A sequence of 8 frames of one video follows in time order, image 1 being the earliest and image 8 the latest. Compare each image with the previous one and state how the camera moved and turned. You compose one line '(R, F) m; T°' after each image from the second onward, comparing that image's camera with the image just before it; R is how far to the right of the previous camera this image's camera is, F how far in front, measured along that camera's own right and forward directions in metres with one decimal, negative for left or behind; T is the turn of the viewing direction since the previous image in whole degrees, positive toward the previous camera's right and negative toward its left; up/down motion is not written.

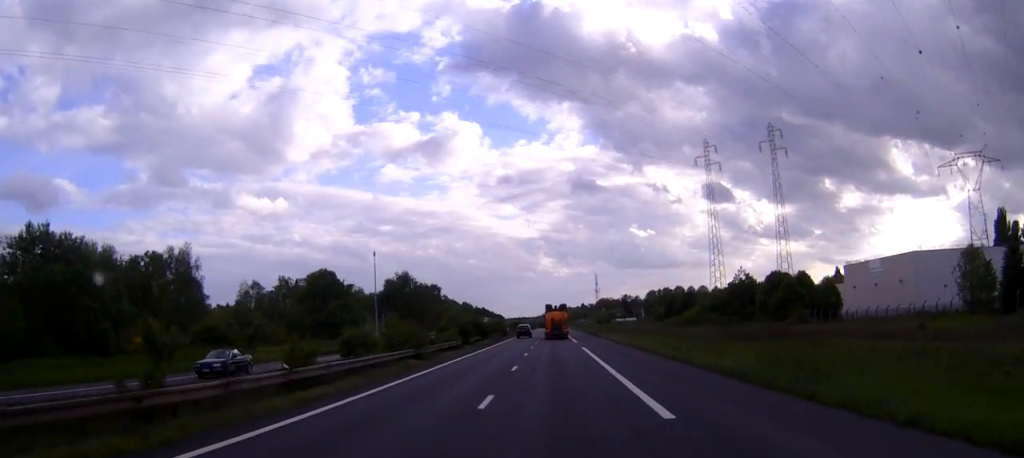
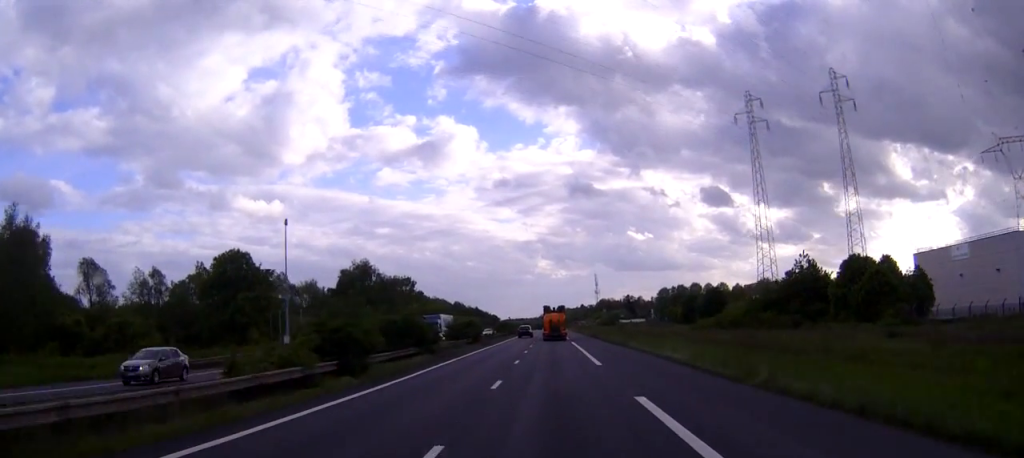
(0.0, +34.3) m; 0°
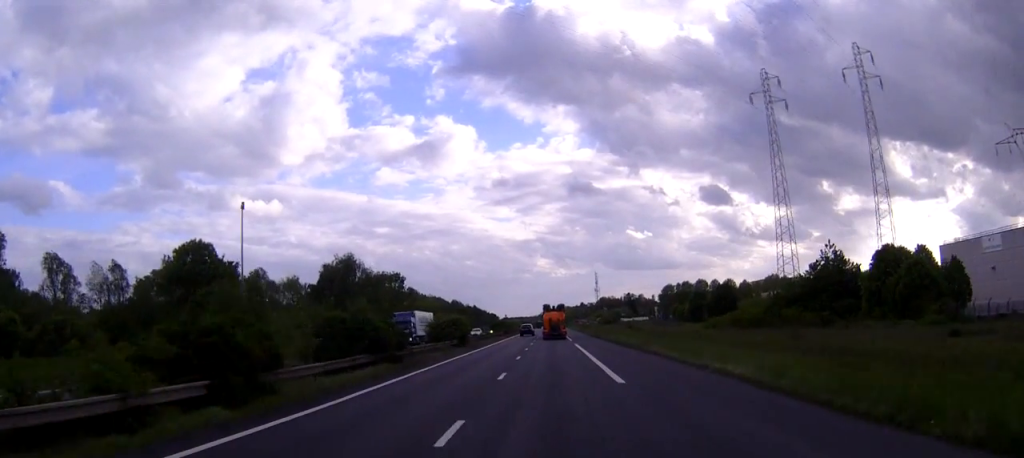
(0.0, +10.0) m; 0°
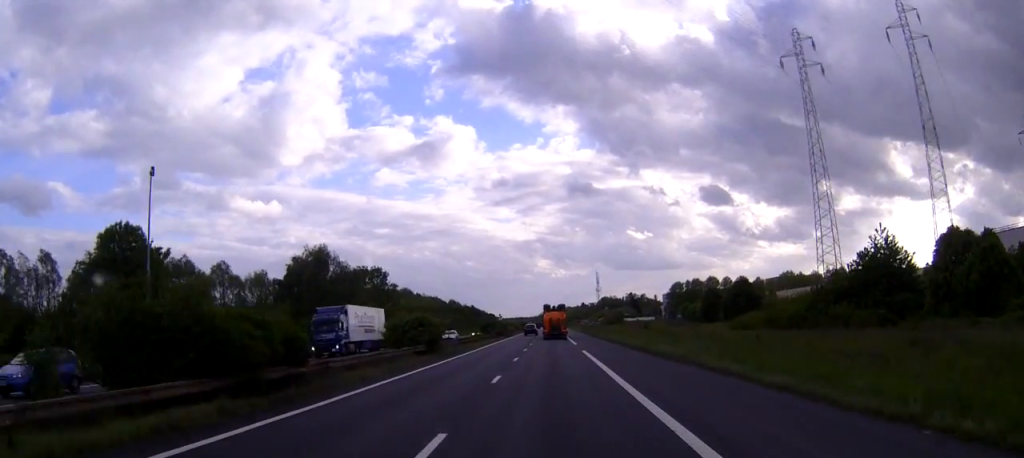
(0.0, +15.1) m; 0°
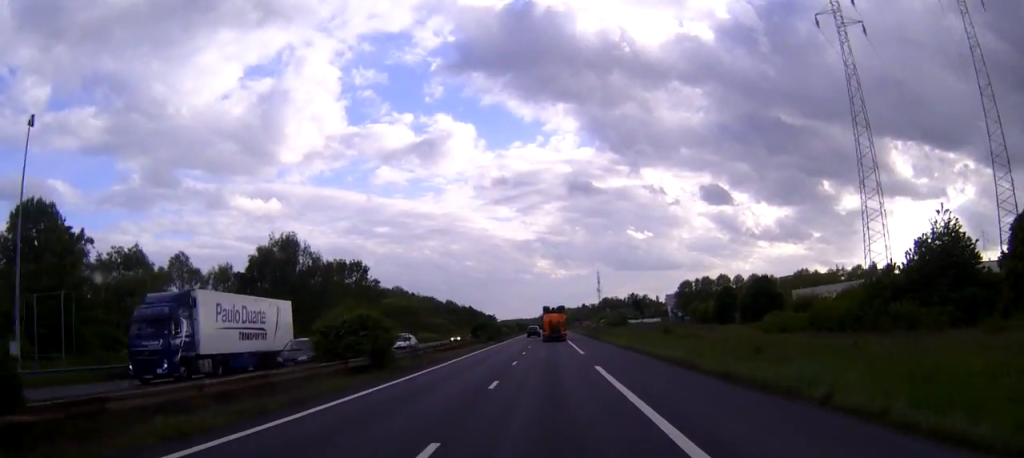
(0.0, +13.4) m; 0°
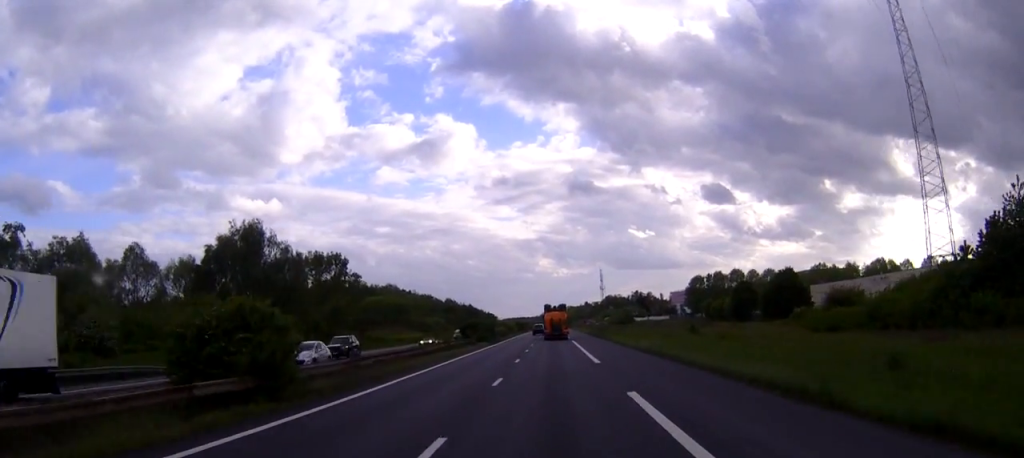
(0.0, +12.6) m; 0°
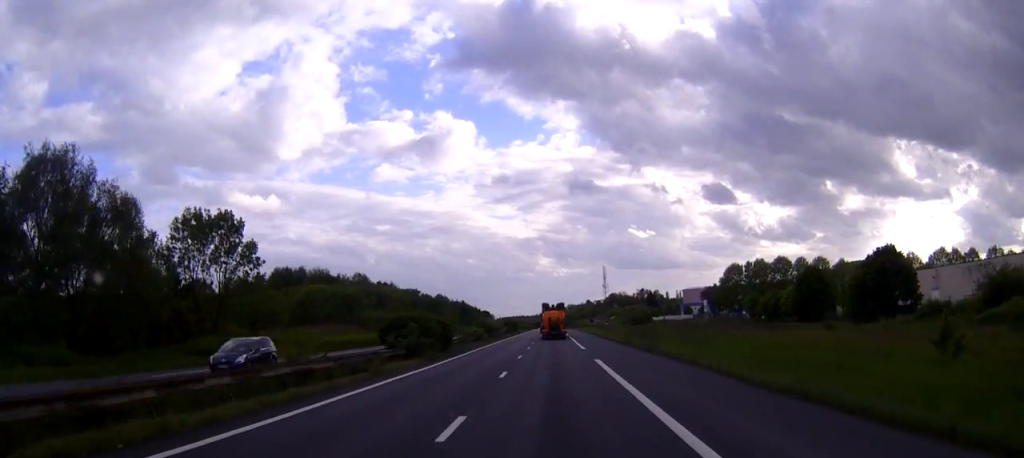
(-0.1, +36.9) m; 0°
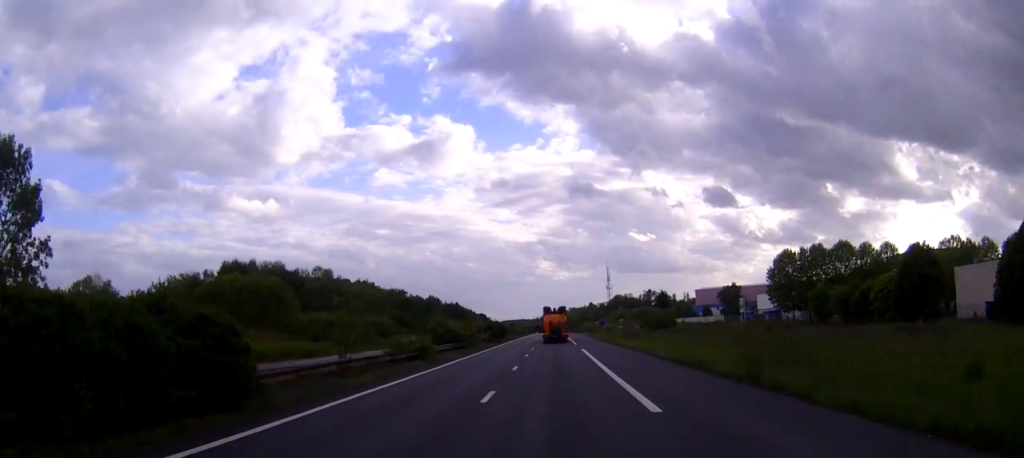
(+0.1, +32.7) m; 0°
